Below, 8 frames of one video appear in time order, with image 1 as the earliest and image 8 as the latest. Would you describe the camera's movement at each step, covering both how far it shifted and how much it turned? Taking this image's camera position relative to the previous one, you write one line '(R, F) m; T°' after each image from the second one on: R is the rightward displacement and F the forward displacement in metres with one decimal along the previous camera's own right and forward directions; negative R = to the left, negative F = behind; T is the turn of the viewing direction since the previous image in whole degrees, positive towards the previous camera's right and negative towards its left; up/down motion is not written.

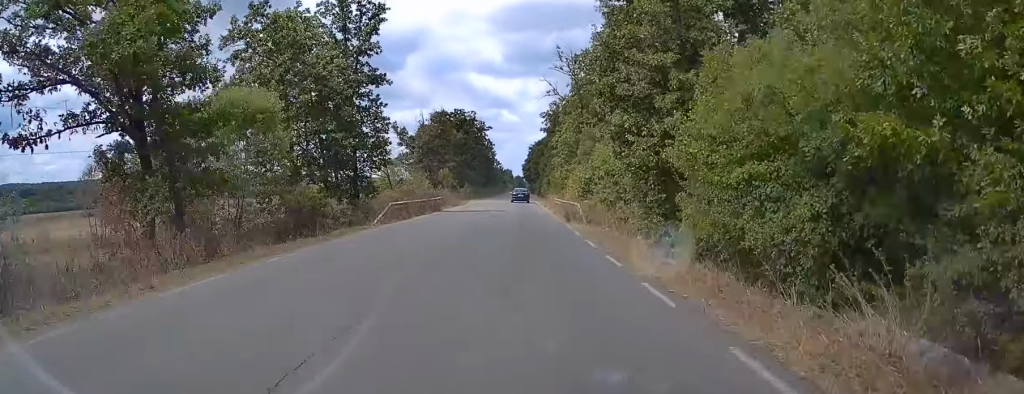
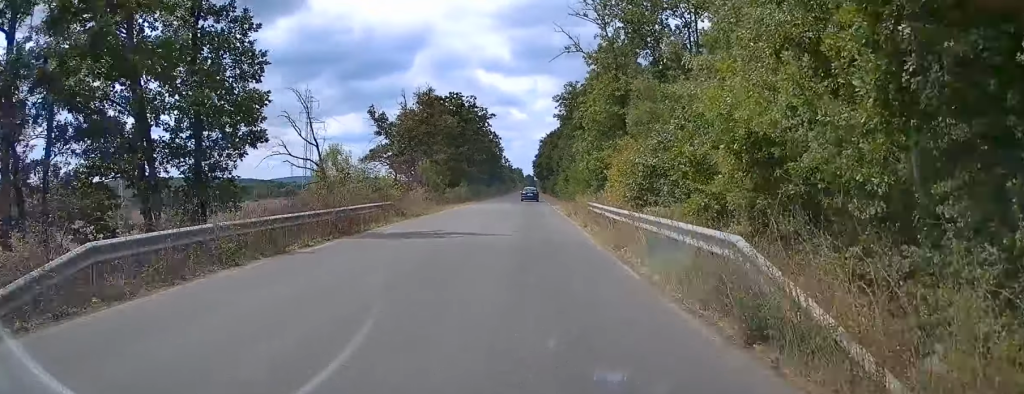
(-0.2, +22.6) m; 0°
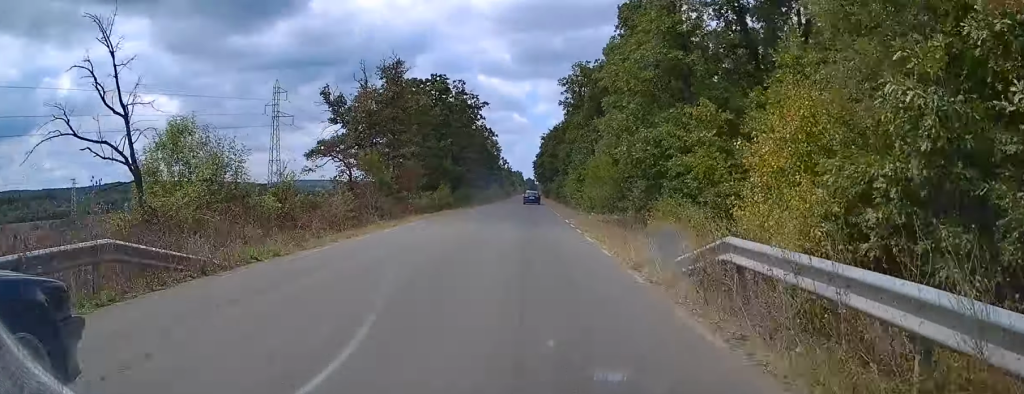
(+0.1, +20.2) m; 0°
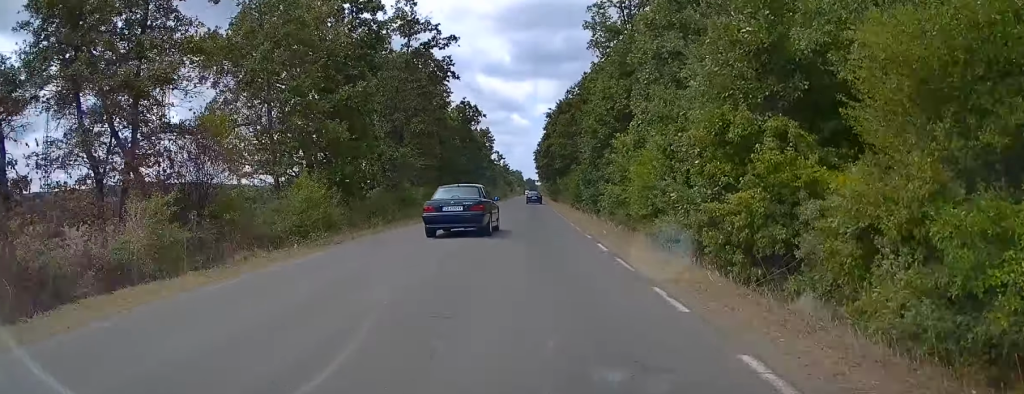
(0.0, +41.4) m; 0°
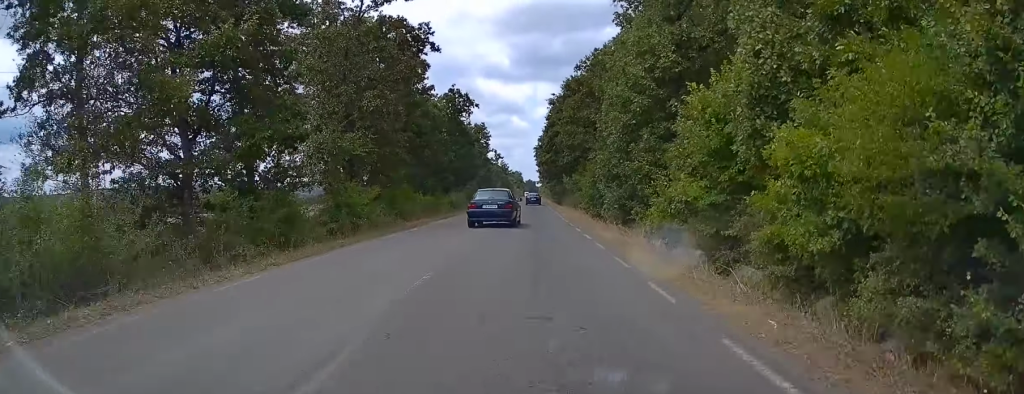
(0.0, +15.3) m; 0°
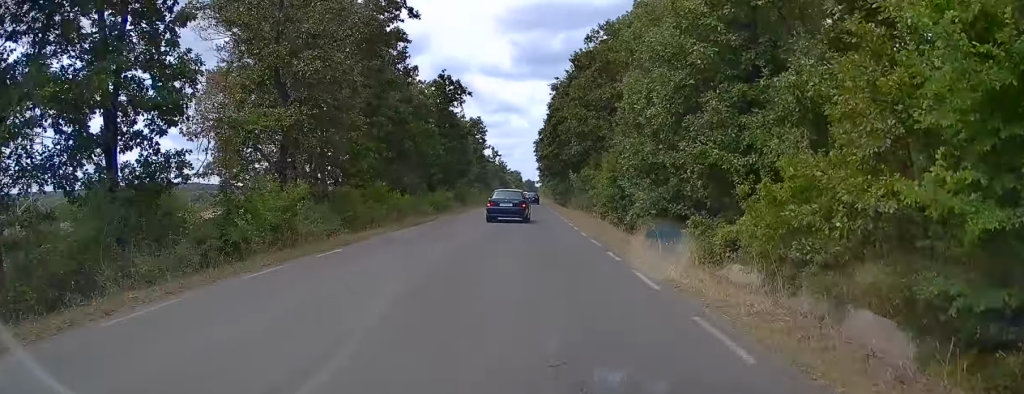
(-0.1, +10.8) m; +1°
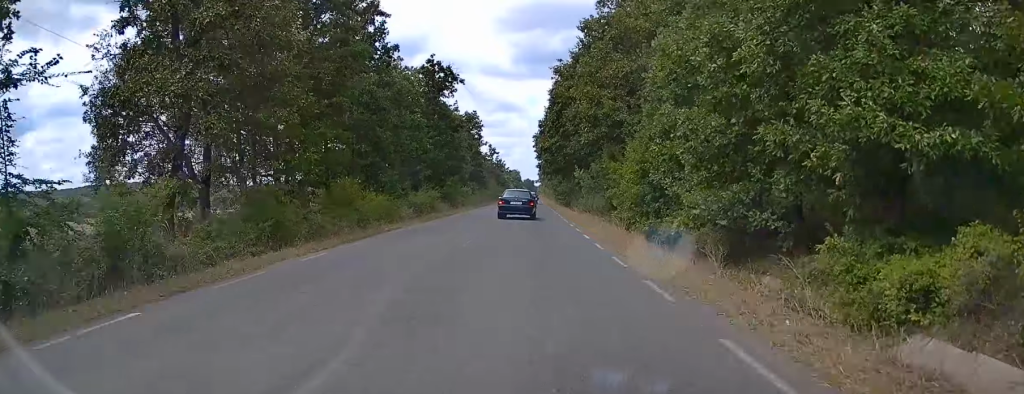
(+0.2, +9.1) m; 0°
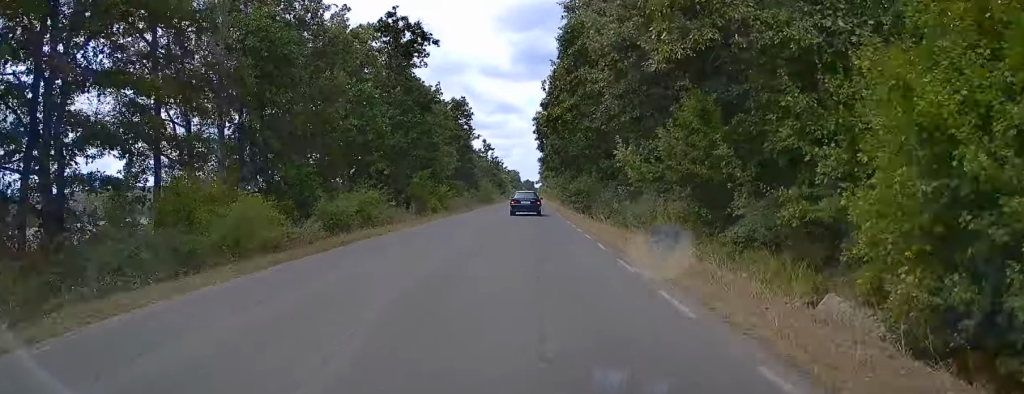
(0.0, +20.9) m; -1°
